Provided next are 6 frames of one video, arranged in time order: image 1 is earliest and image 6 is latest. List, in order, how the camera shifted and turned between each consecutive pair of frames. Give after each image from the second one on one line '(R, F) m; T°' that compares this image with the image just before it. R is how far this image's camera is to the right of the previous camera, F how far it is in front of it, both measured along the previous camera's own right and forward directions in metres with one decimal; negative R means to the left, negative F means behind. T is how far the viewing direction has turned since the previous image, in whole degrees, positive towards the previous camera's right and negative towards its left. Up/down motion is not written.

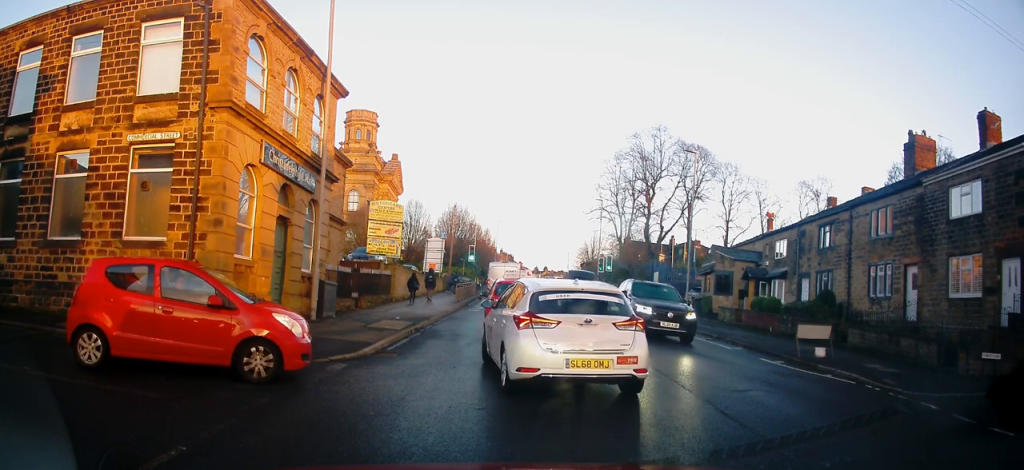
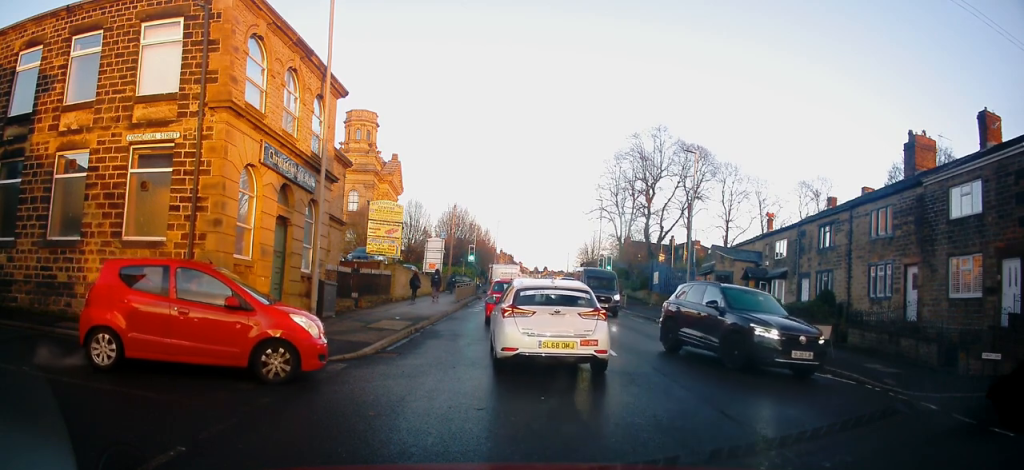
(0.0, 0.0) m; 0°
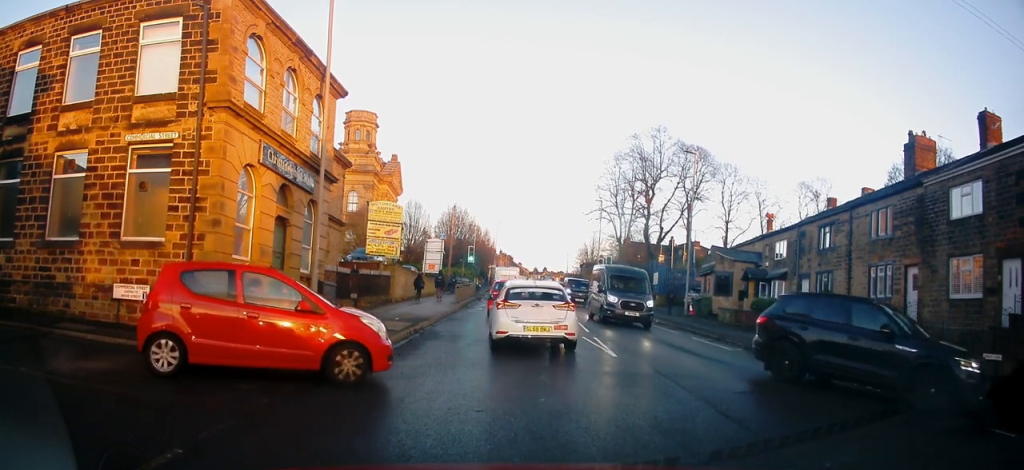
(0.0, 0.0) m; 0°
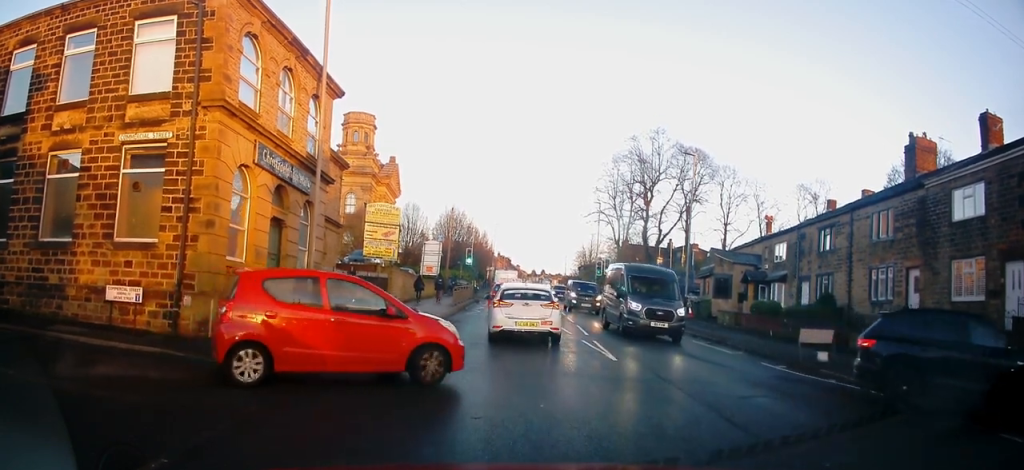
(0.0, +0.2) m; 0°
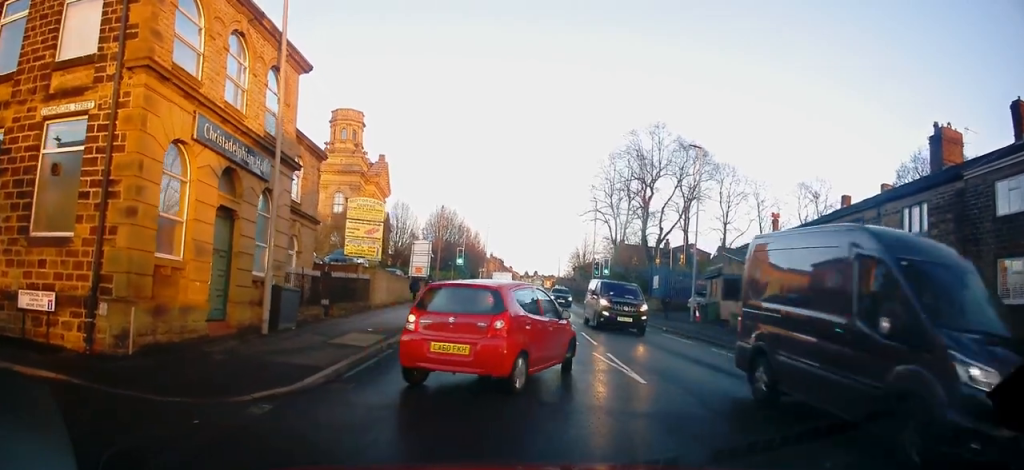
(-0.2, +1.9) m; 0°
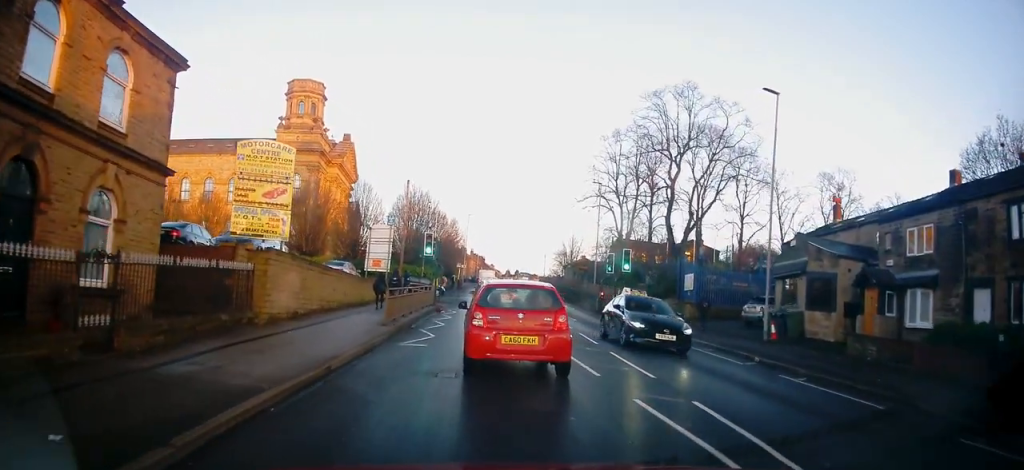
(+2.0, +10.4) m; +9°
